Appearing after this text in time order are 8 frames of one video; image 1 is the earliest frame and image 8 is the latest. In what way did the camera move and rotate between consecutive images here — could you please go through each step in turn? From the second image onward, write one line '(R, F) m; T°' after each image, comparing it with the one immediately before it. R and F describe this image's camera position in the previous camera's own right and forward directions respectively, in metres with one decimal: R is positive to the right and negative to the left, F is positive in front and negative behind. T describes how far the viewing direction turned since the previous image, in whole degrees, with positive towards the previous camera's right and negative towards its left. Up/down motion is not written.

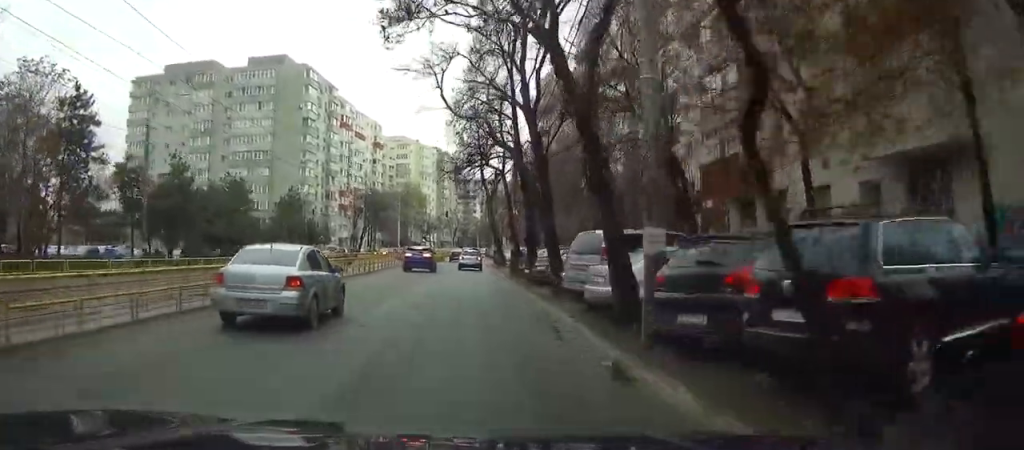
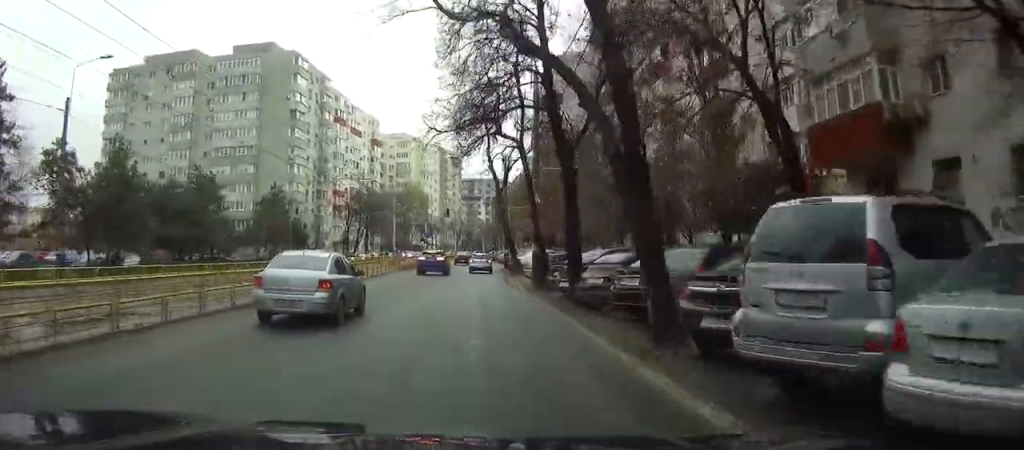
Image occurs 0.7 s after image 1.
(-0.4, +10.7) m; -2°
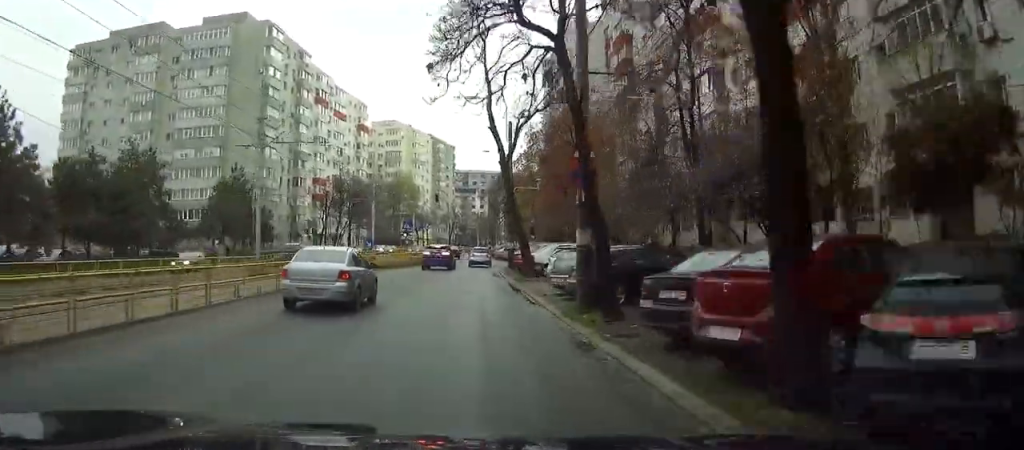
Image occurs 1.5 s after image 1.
(-0.3, +13.0) m; -1°
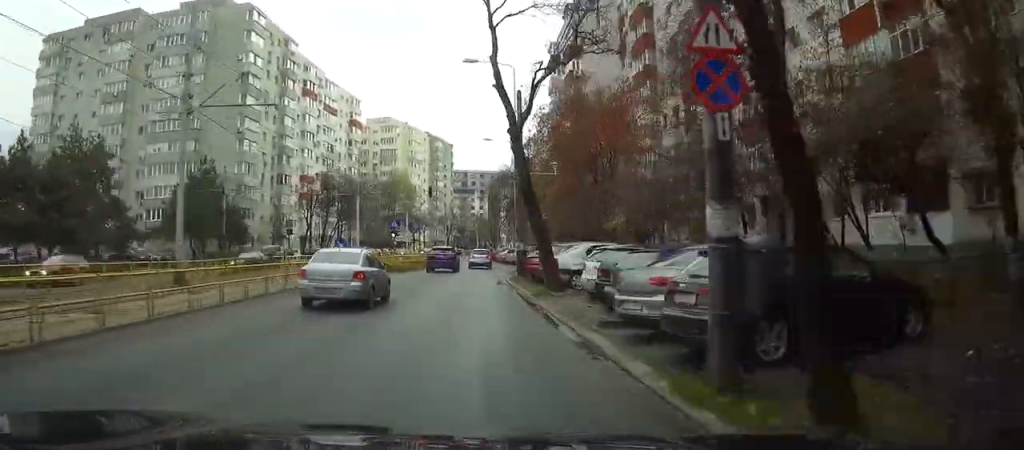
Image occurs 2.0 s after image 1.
(-0.1, +8.8) m; 0°
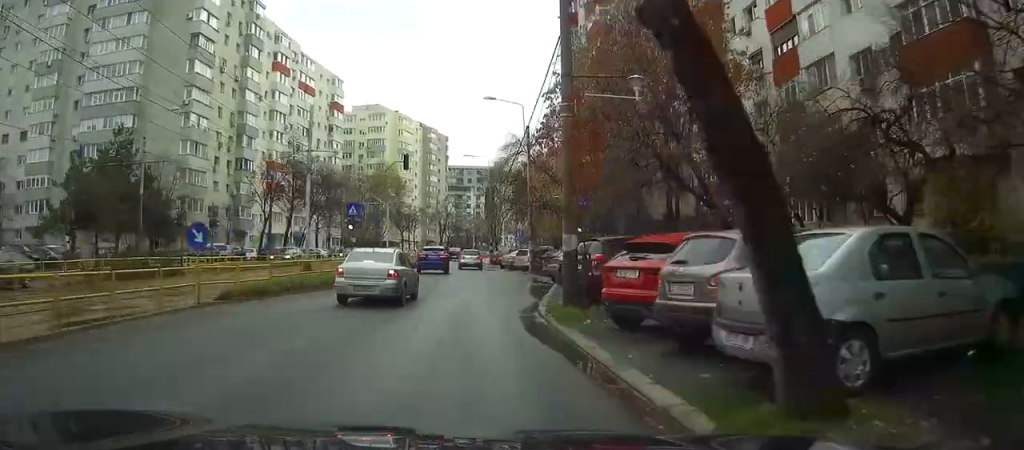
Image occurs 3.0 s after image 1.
(+0.2, +16.9) m; +1°
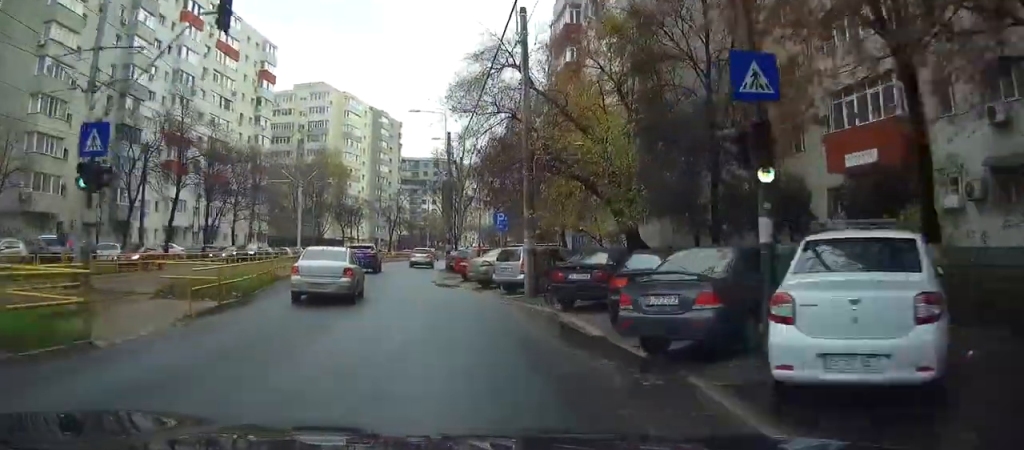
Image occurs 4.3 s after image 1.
(+0.4, +22.1) m; +2°
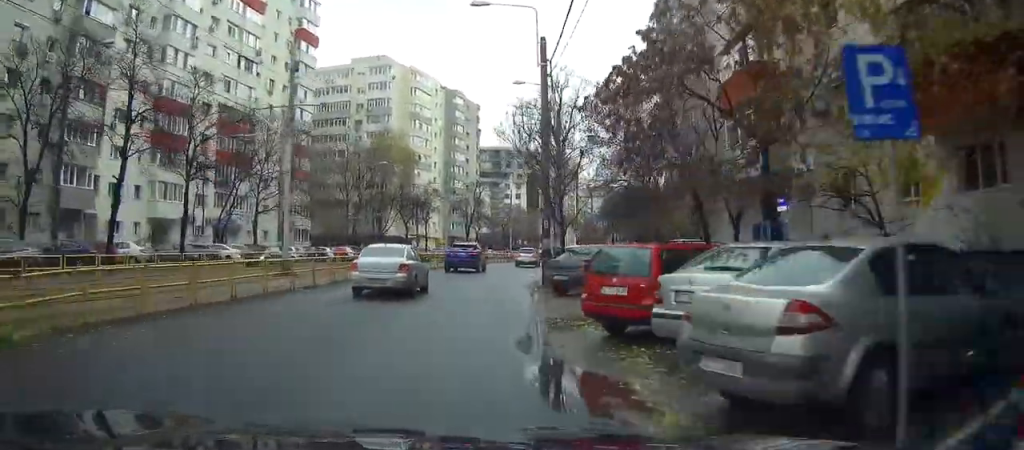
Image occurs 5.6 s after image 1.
(-0.1, +20.2) m; -2°
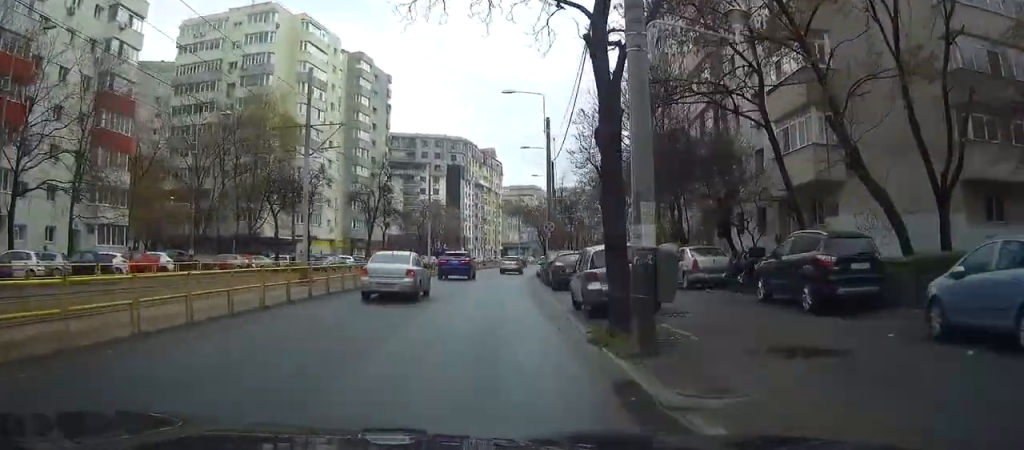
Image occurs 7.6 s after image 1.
(-0.3, +27.5) m; +2°
